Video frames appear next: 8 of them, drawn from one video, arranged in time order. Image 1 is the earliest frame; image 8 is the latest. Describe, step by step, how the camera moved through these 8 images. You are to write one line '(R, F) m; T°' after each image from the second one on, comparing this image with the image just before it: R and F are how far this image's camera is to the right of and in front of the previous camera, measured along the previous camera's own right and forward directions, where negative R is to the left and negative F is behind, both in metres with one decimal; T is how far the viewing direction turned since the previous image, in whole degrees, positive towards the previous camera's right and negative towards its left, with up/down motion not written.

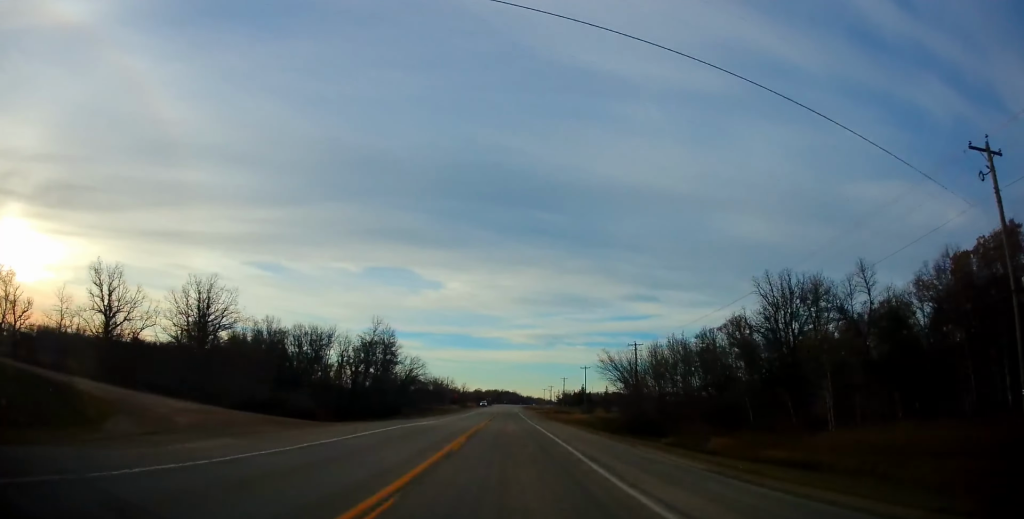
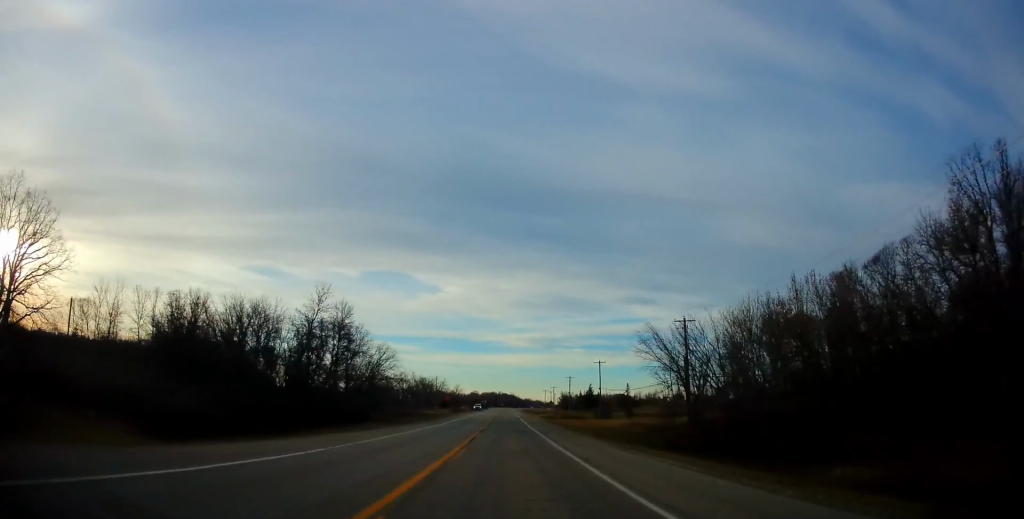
(+0.4, +25.0) m; 0°
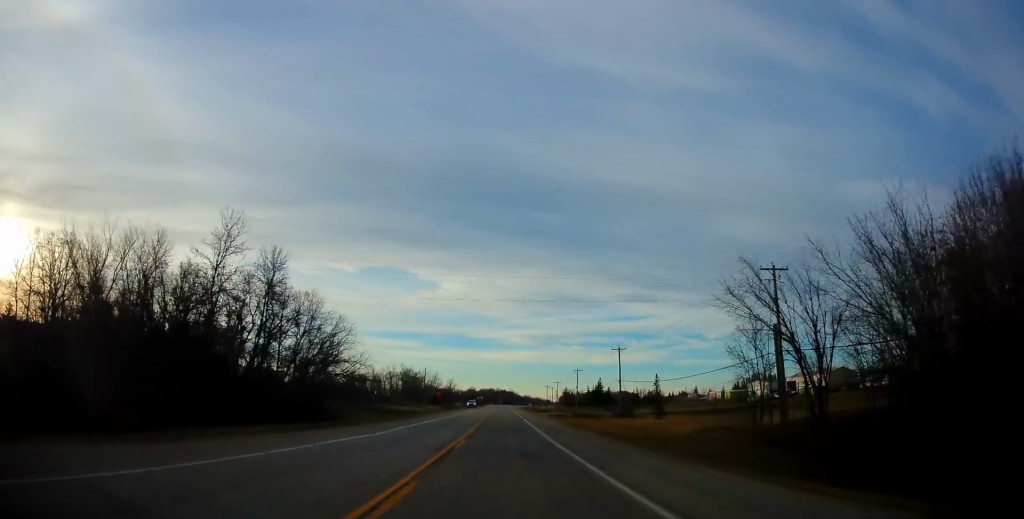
(-0.2, +21.4) m; 0°
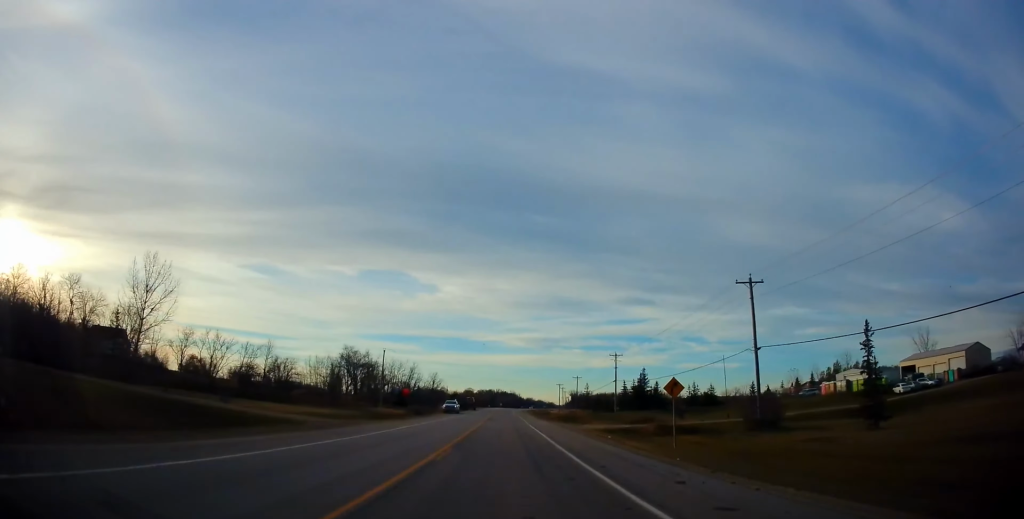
(0.0, +51.5) m; +1°
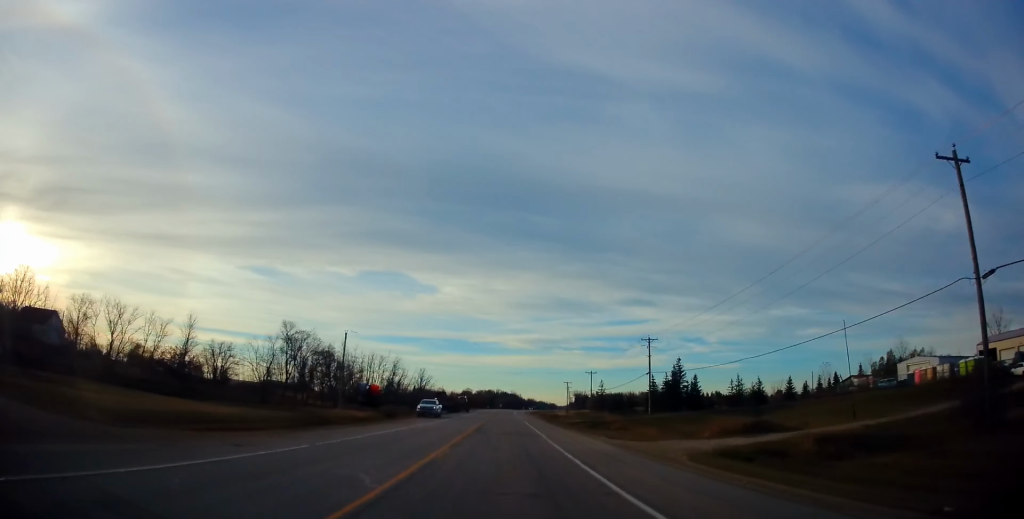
(+0.4, +23.1) m; -1°
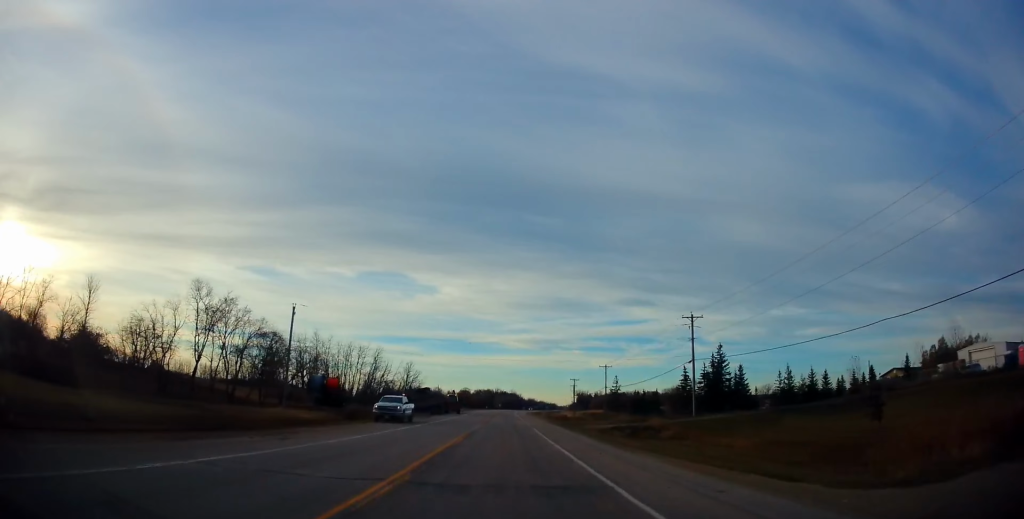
(-0.5, +17.9) m; 0°
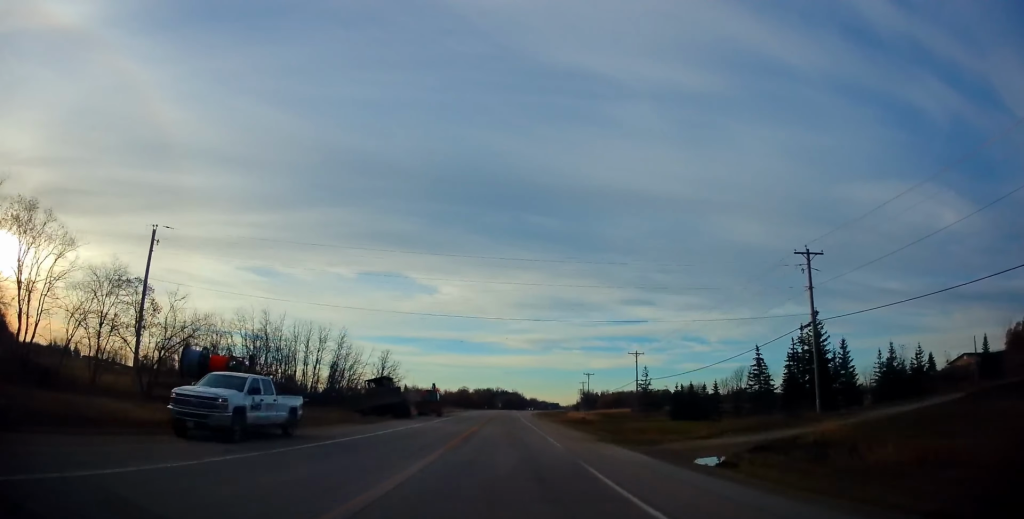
(+0.2, +23.2) m; +1°
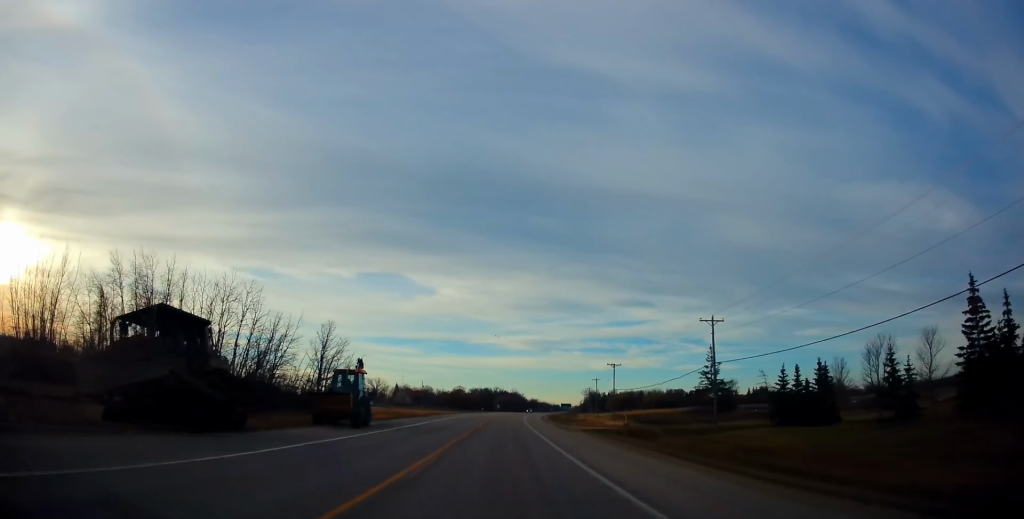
(+0.1, +27.8) m; 0°
